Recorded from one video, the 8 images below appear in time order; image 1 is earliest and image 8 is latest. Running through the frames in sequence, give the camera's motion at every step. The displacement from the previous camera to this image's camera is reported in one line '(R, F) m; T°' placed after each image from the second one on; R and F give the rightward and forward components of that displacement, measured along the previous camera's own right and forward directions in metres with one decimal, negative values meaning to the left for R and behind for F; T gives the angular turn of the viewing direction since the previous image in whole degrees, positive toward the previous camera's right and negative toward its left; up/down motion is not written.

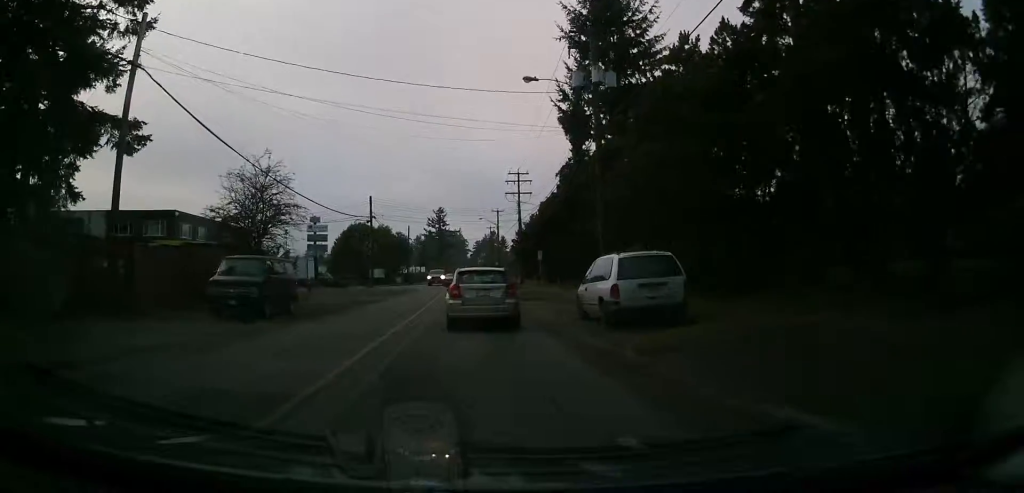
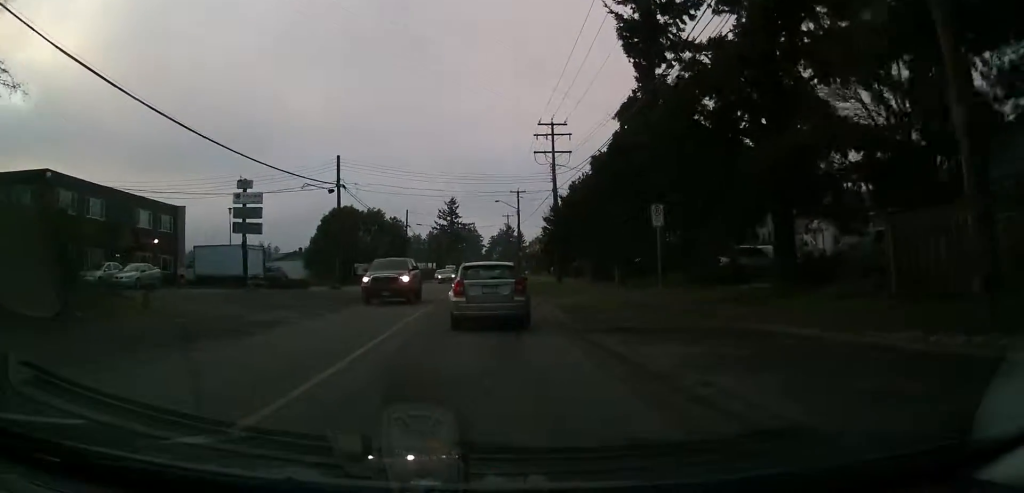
(-1.0, +19.8) m; -4°
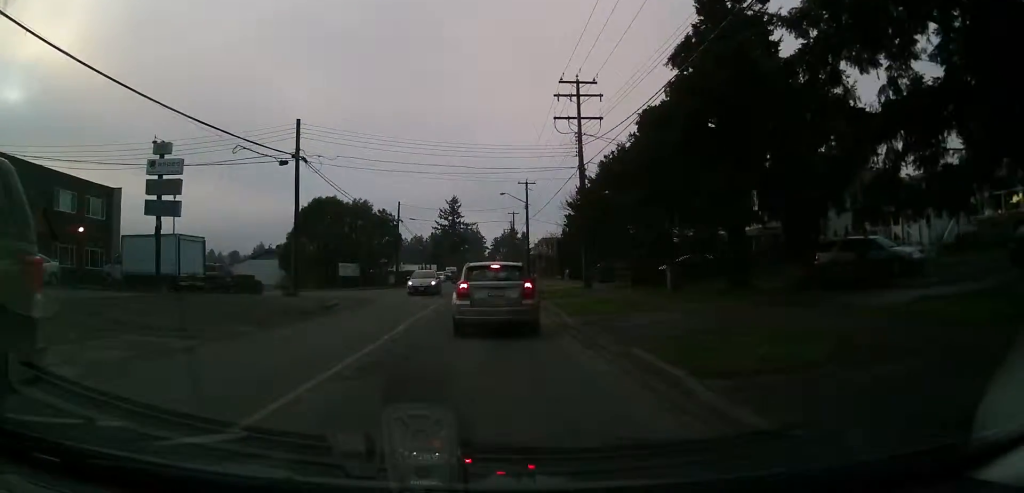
(+0.5, +10.9) m; +2°
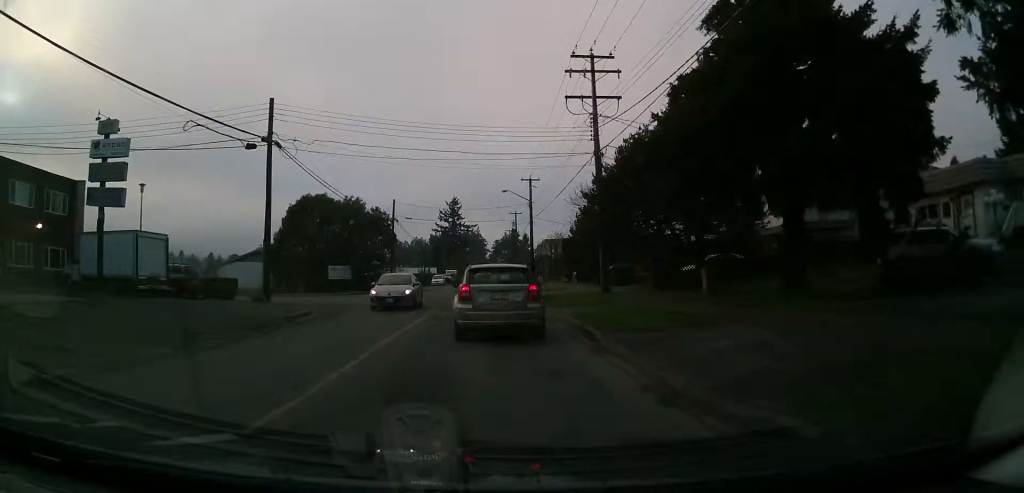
(0.0, +4.7) m; 0°
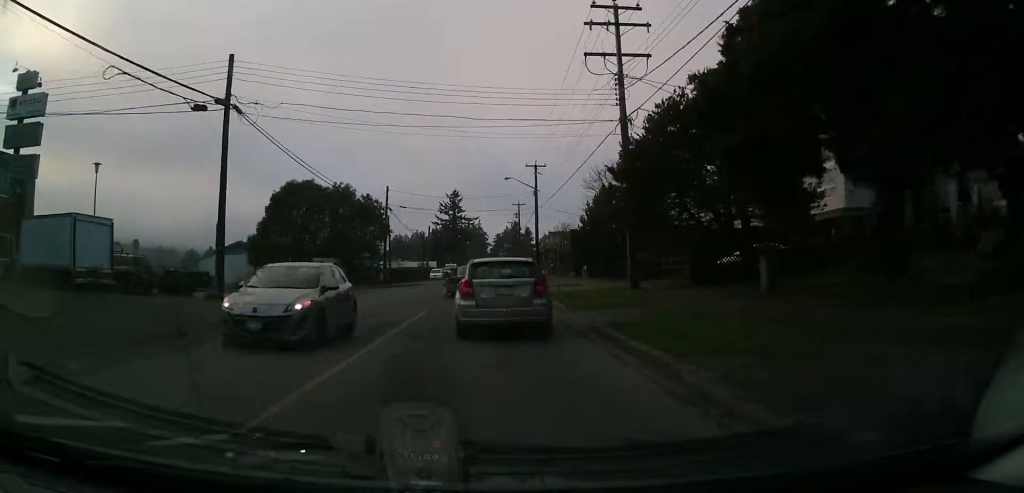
(0.0, +5.5) m; +1°
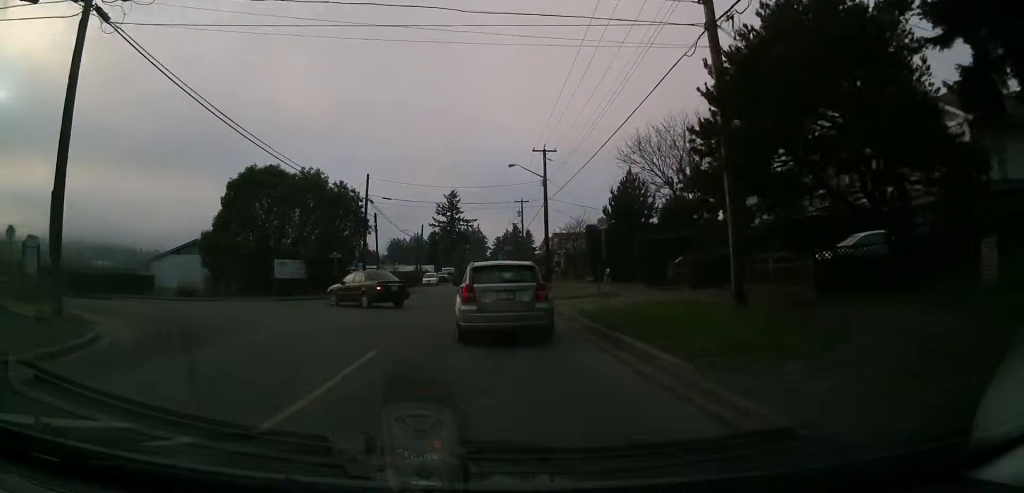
(+0.2, +10.4) m; 0°
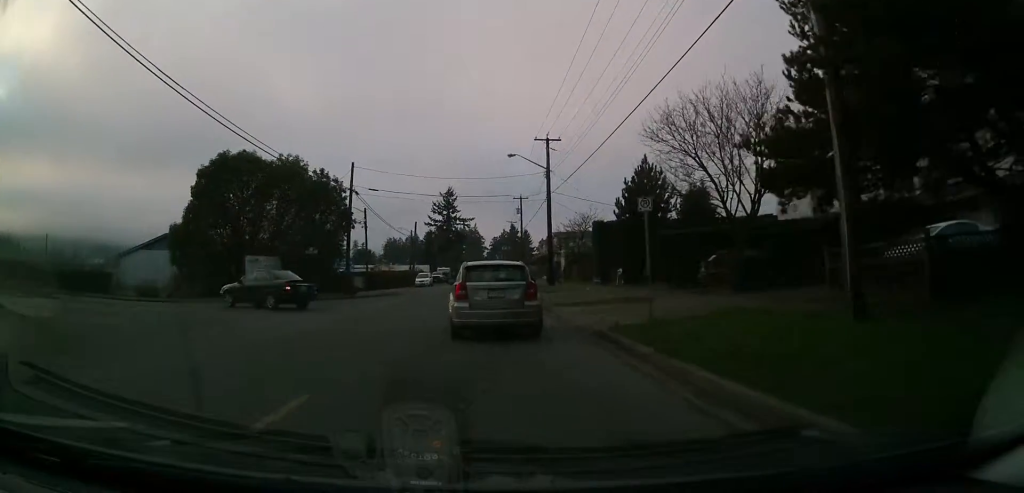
(0.0, +5.0) m; 0°
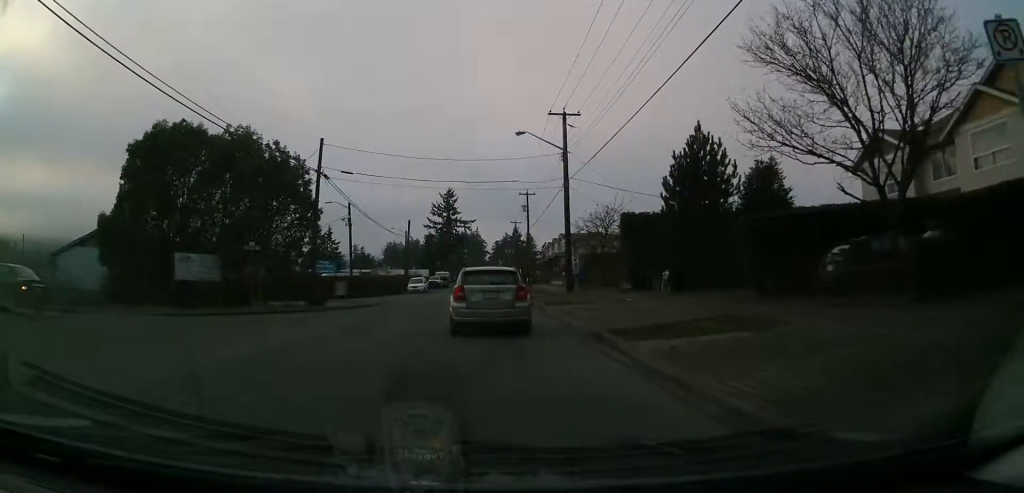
(-0.2, +9.5) m; 0°
